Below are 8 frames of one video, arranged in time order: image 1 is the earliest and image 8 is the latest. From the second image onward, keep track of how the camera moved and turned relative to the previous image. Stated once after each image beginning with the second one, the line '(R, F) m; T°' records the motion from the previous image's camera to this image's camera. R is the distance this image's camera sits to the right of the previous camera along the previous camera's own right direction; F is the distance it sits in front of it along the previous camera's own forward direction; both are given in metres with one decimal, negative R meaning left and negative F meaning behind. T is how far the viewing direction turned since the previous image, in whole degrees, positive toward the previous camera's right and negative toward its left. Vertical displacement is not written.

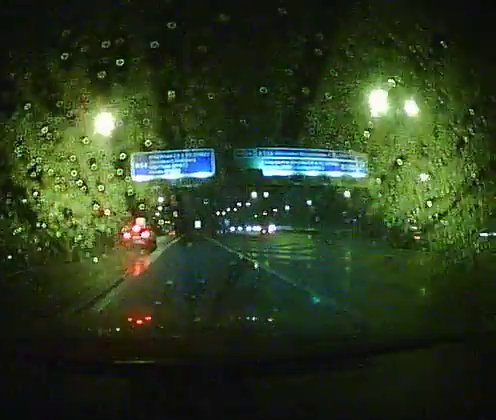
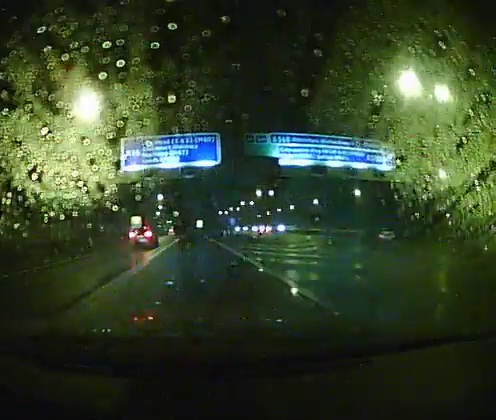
(+0.1, +6.7) m; +1°
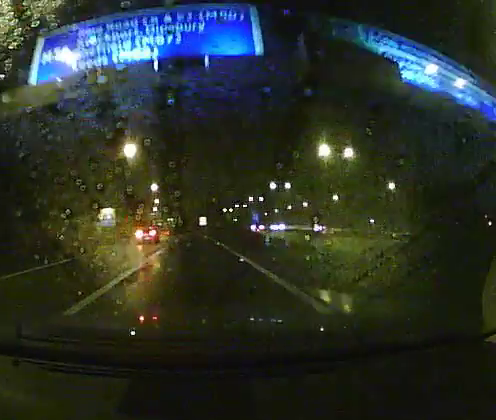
(+0.2, +18.3) m; +1°
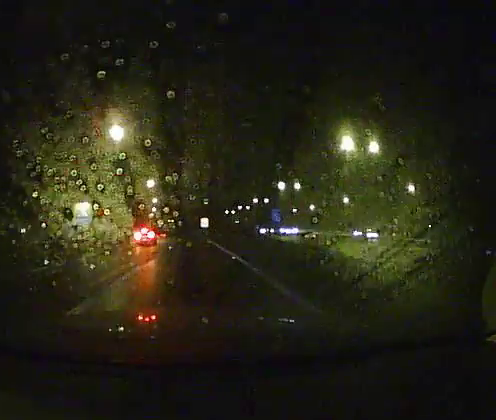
(0.0, +8.0) m; 0°
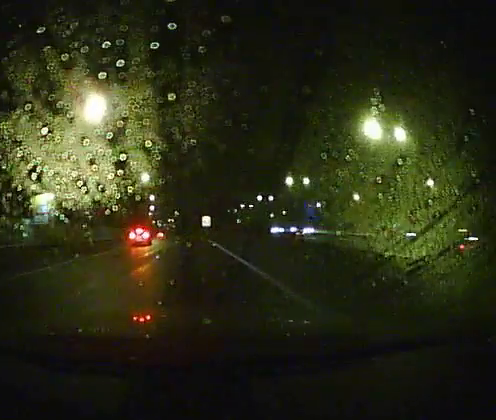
(0.0, +7.0) m; 0°
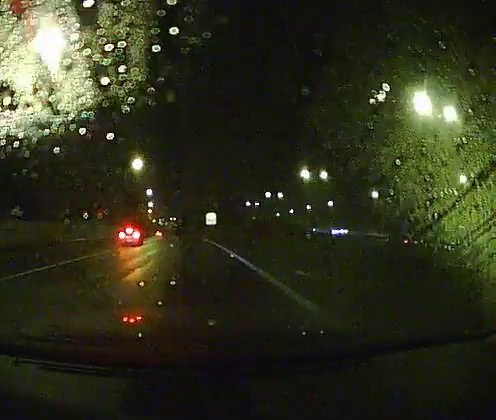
(0.0, +10.4) m; 0°
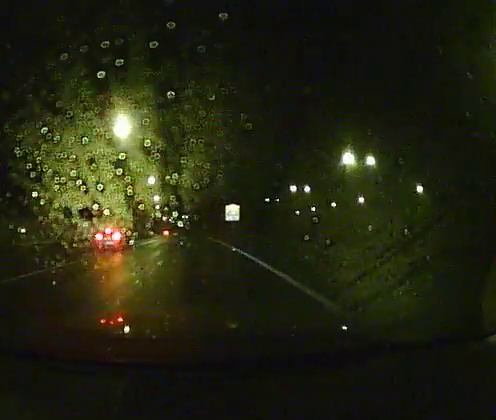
(0.0, +14.8) m; -2°
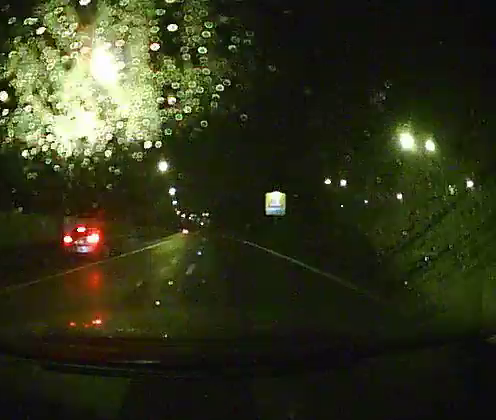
(-0.3, +11.3) m; -3°
